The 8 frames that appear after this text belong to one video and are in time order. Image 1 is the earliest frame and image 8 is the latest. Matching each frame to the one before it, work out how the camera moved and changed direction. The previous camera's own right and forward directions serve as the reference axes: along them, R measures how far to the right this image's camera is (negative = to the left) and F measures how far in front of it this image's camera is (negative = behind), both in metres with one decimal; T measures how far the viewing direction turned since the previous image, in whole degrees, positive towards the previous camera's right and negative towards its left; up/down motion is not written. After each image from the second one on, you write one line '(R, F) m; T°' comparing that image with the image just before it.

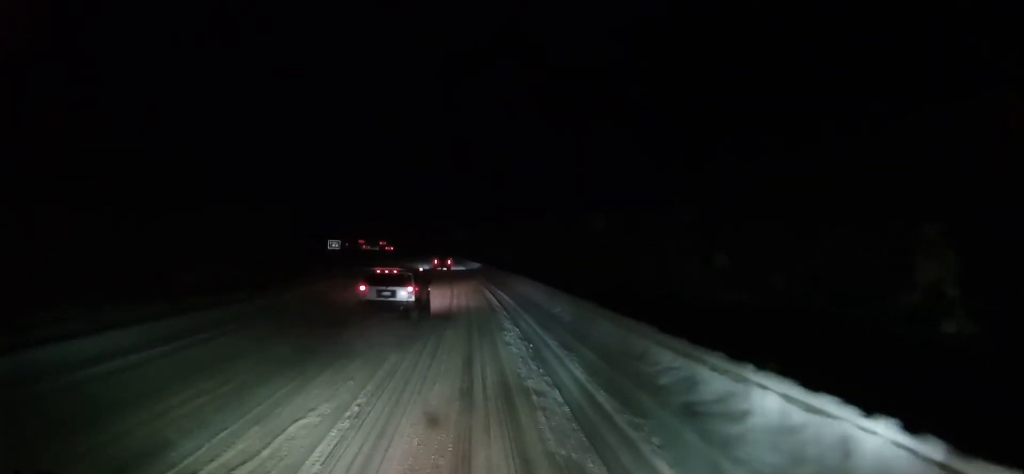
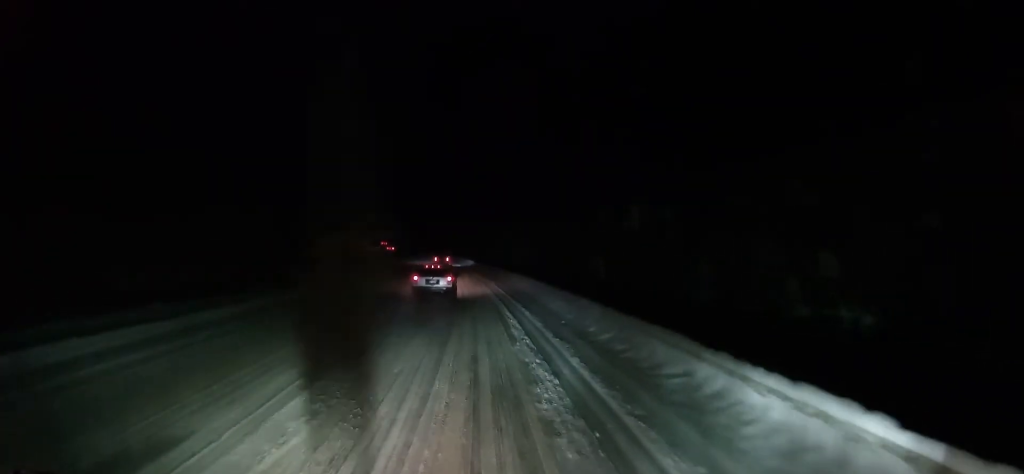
(0.0, +9.2) m; -3°
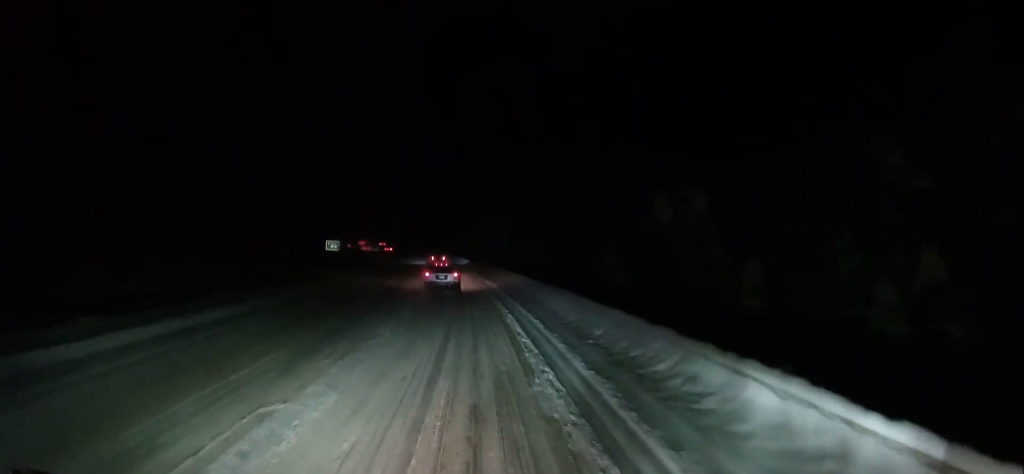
(-0.3, +5.6) m; -2°
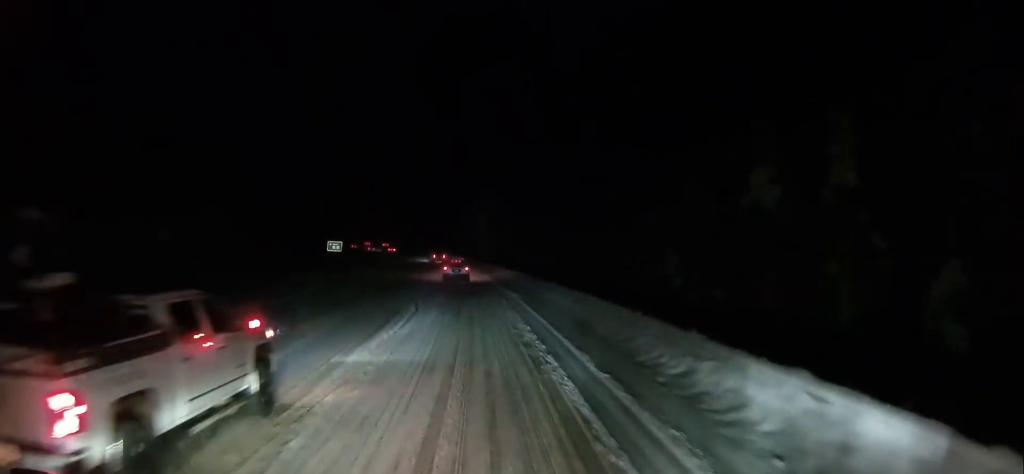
(+0.4, +11.5) m; +2°
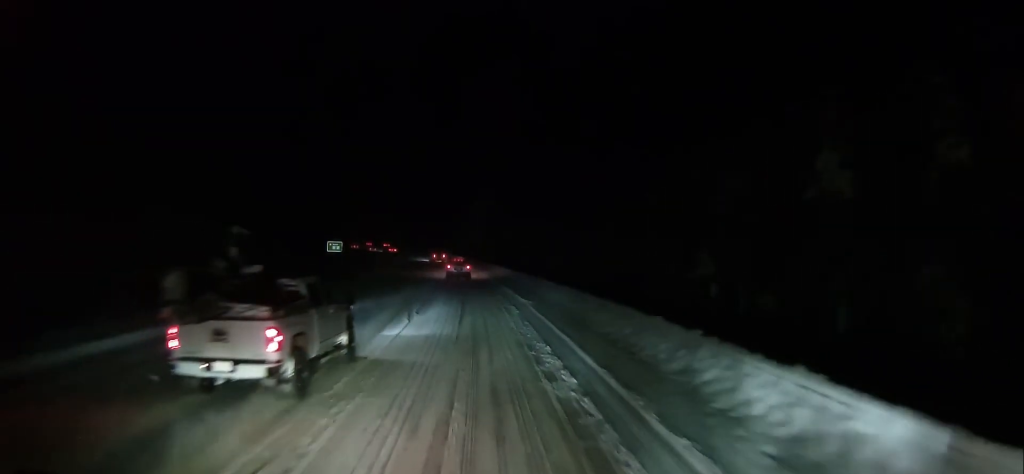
(+0.1, +4.8) m; 0°
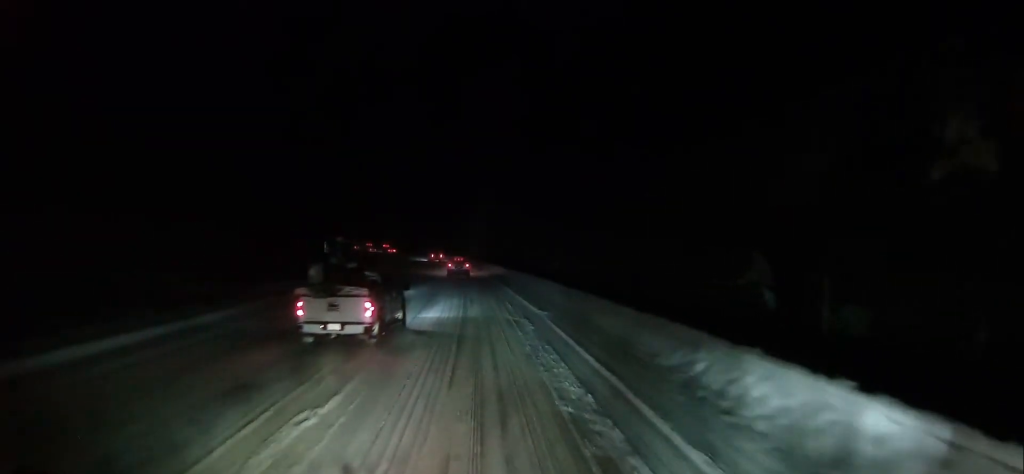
(-0.1, +6.2) m; -2°
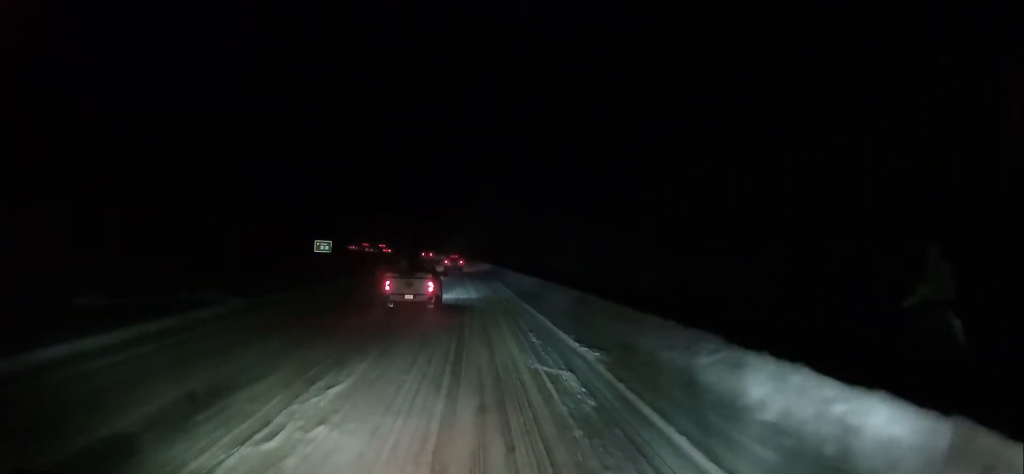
(-0.2, +11.5) m; 0°
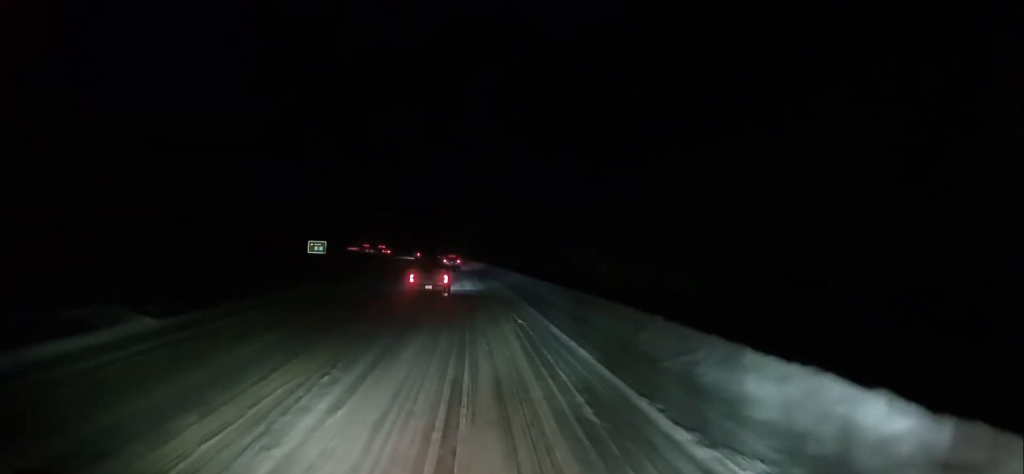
(+0.2, +9.2) m; 0°
